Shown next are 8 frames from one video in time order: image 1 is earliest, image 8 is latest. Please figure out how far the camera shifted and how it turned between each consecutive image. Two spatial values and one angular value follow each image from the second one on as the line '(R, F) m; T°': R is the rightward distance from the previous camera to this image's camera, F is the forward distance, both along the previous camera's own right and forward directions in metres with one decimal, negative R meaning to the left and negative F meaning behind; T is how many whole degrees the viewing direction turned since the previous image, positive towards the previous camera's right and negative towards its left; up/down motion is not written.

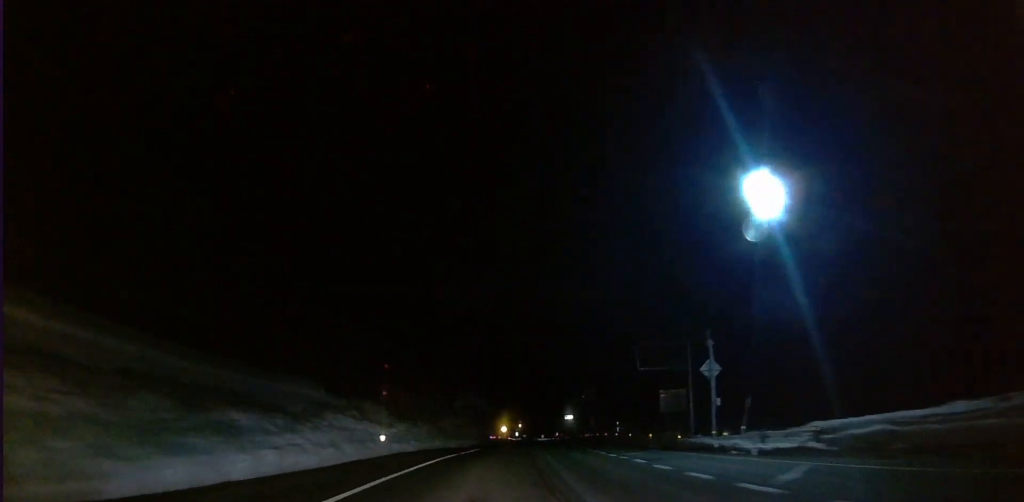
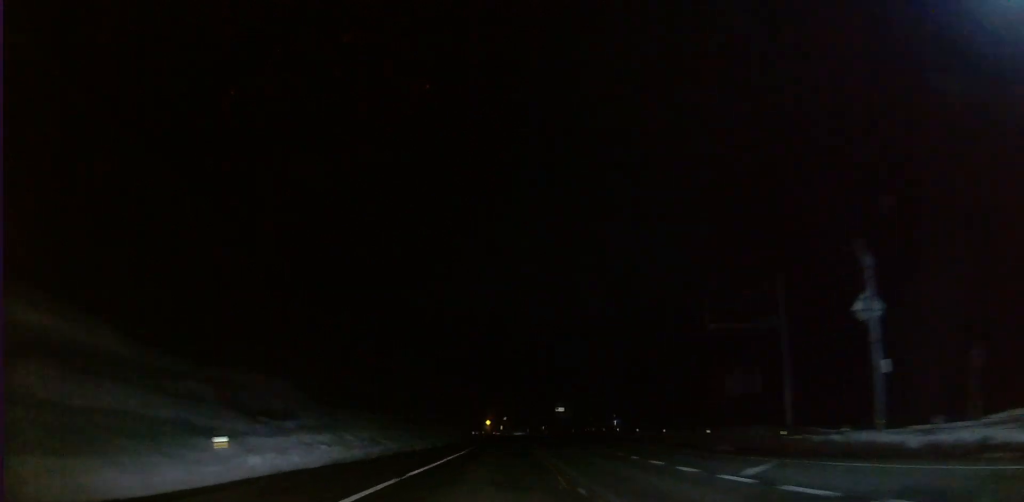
(+0.3, +16.9) m; +1°
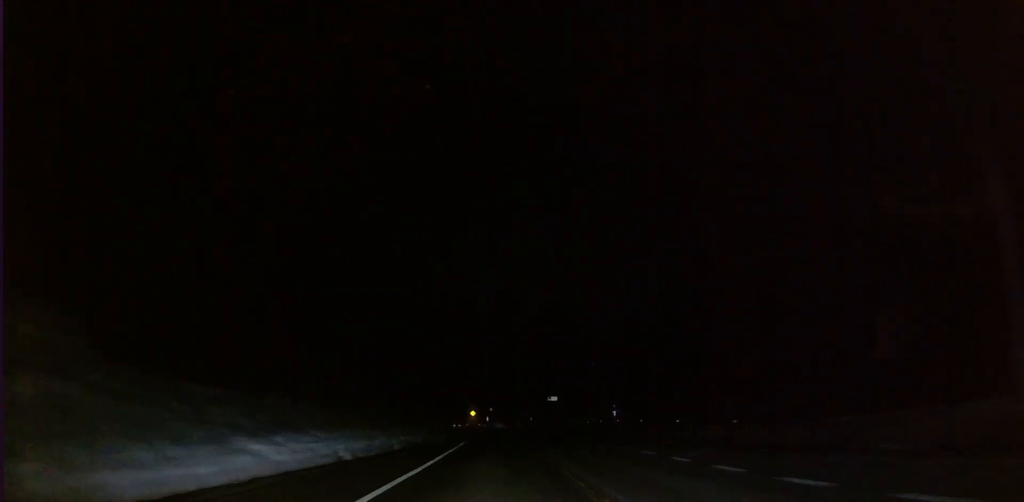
(+0.2, +15.2) m; 0°
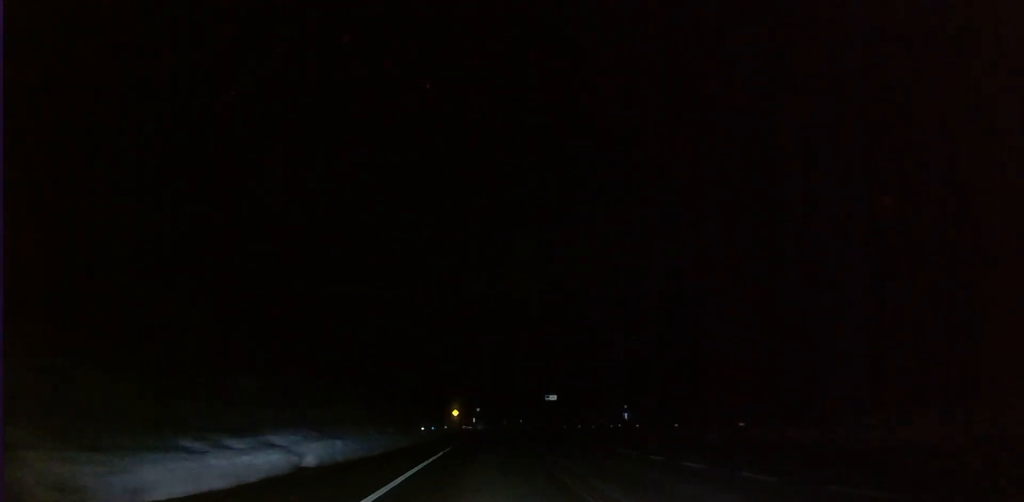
(-0.3, +21.9) m; +2°
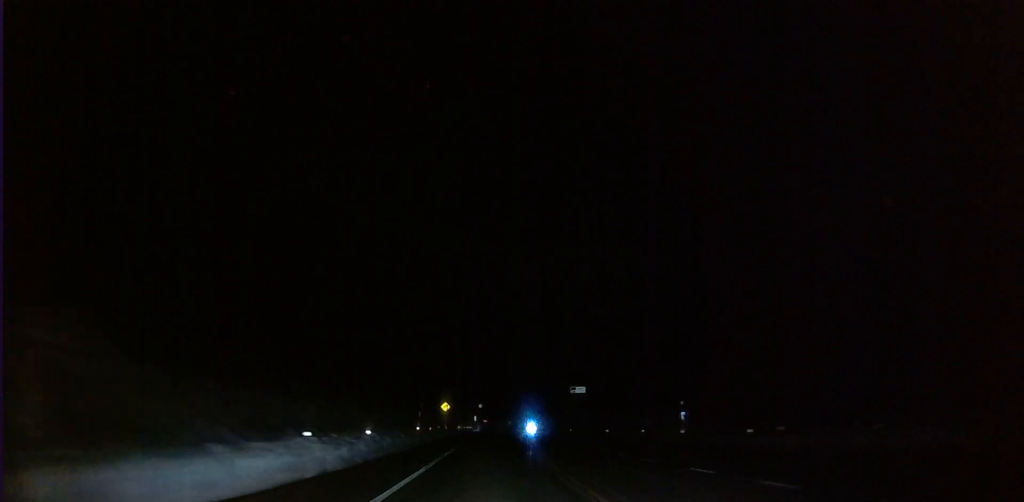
(+1.0, +30.0) m; +1°
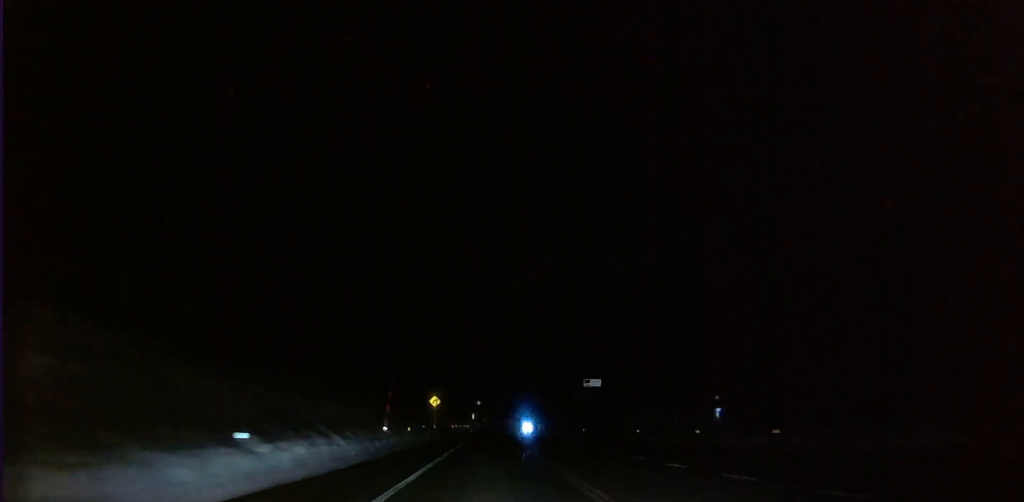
(-0.3, +12.4) m; 0°
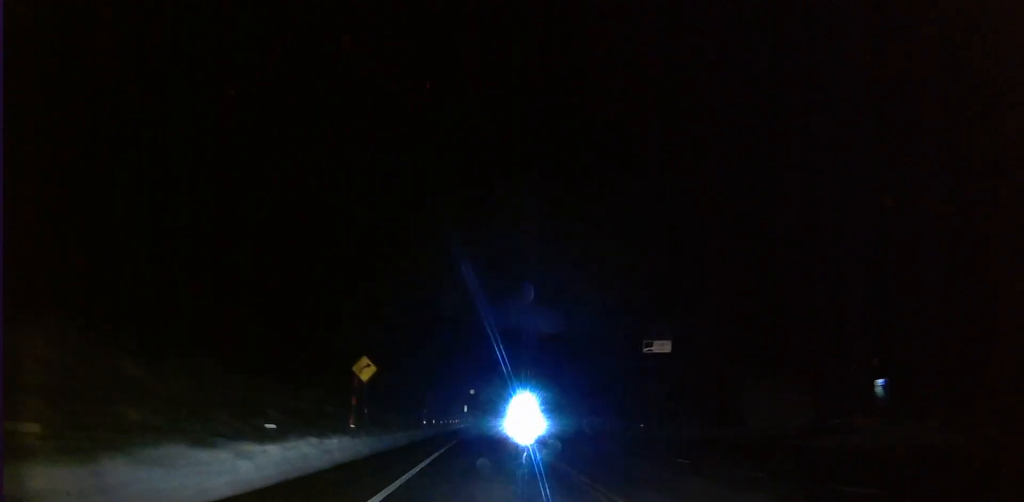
(+0.8, +29.6) m; +1°
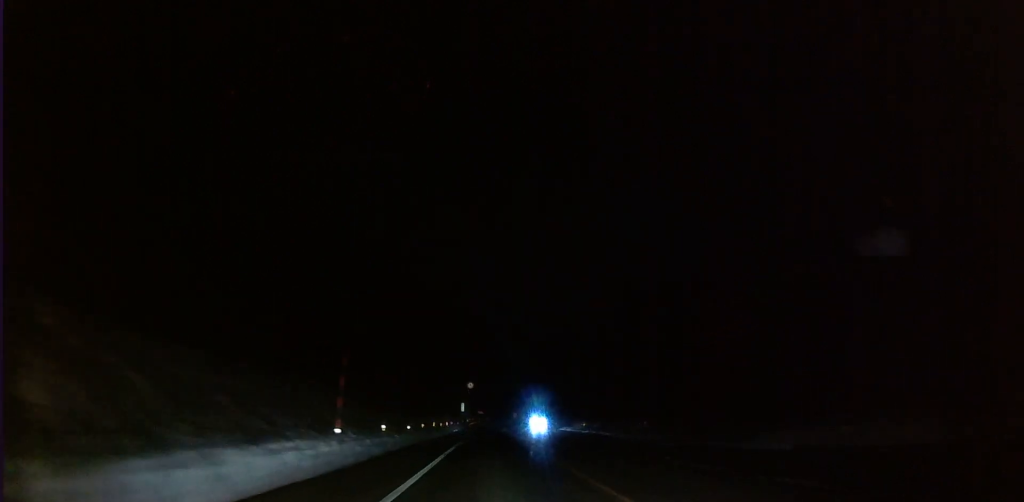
(-0.4, +26.9) m; -1°
